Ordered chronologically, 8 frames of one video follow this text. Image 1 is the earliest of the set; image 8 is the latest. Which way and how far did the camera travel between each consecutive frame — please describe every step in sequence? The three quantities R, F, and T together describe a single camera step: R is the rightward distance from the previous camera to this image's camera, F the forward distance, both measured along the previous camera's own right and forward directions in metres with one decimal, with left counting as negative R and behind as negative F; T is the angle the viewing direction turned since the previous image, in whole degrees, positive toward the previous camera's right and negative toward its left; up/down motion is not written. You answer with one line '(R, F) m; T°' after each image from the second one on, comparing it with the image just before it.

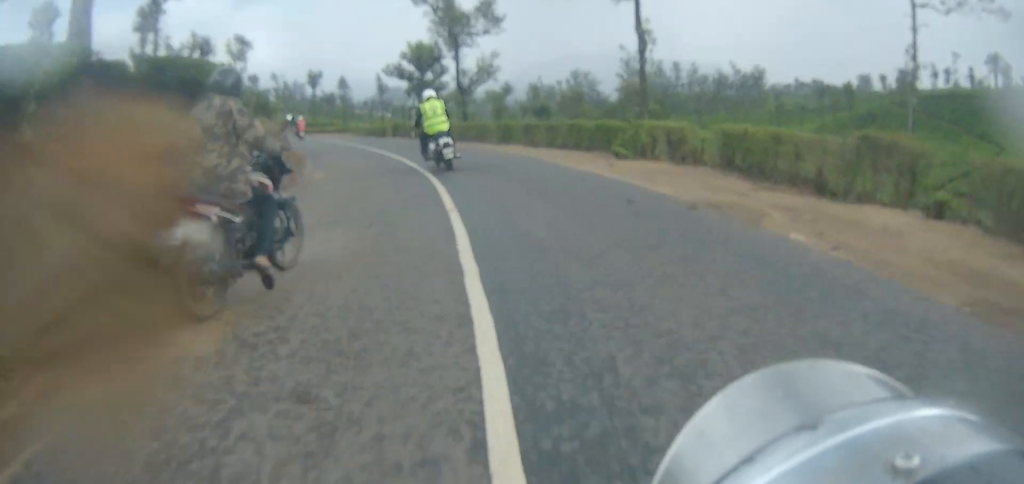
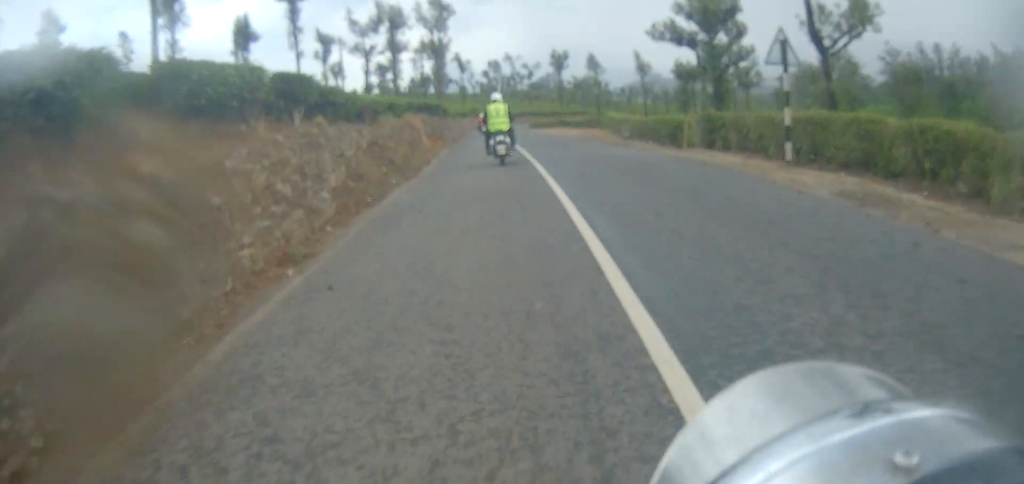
(-3.9, +24.8) m; -16°
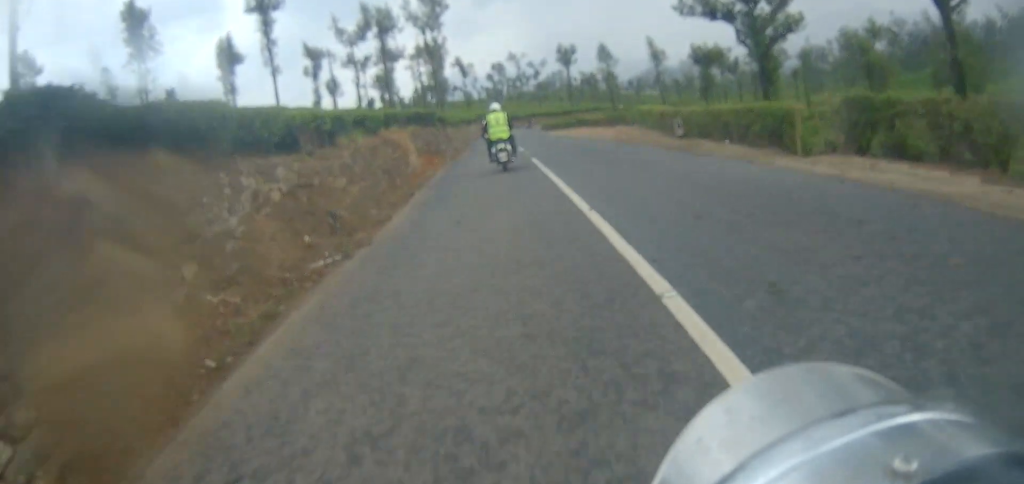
(0.0, +7.2) m; -1°
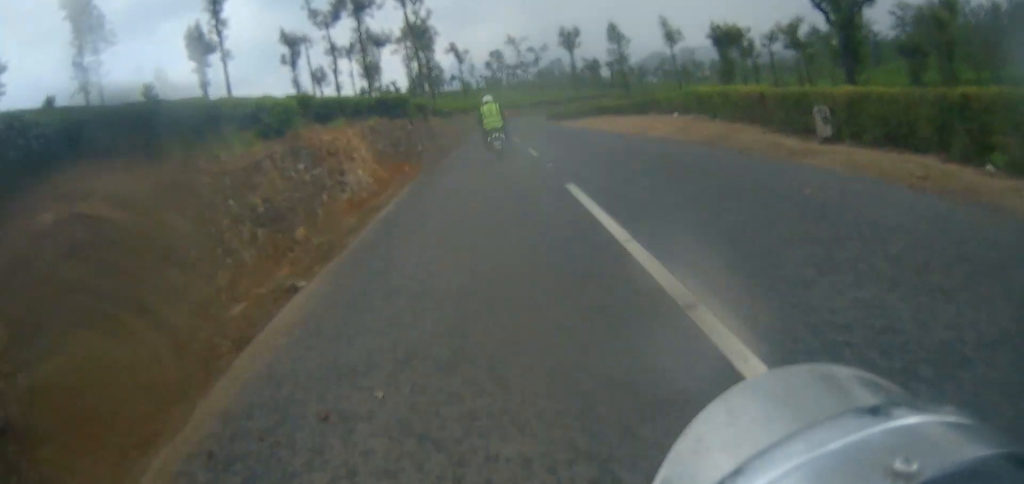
(-0.2, +9.7) m; -2°
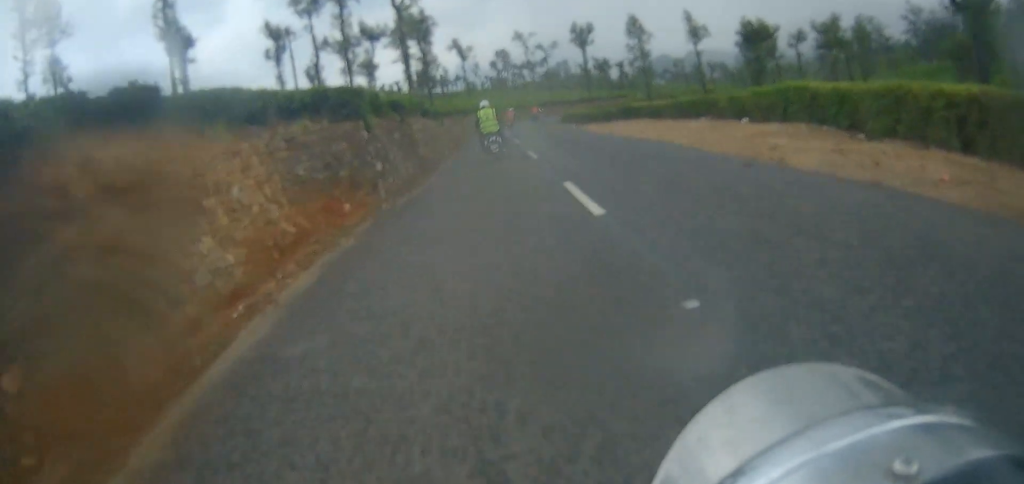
(-0.1, +8.6) m; -1°
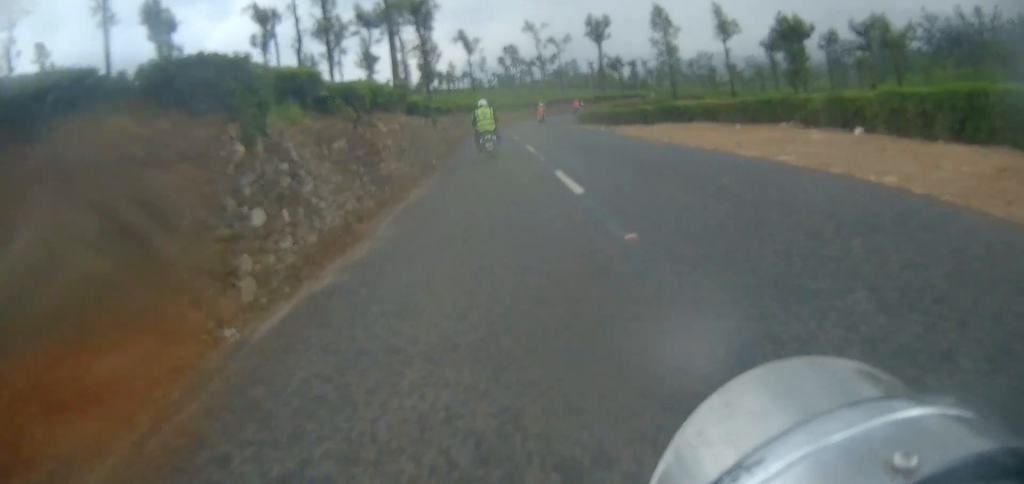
(-0.1, +7.4) m; 0°
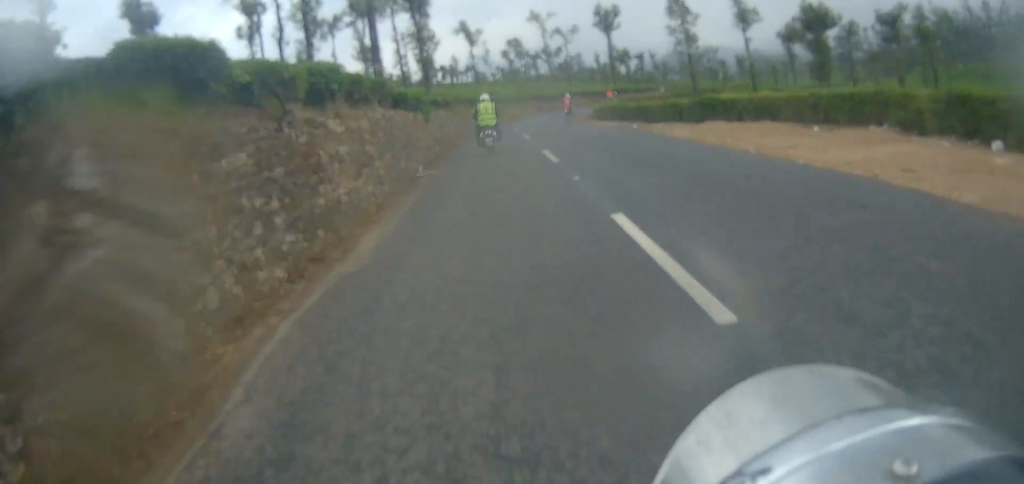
(0.0, +5.1) m; +1°
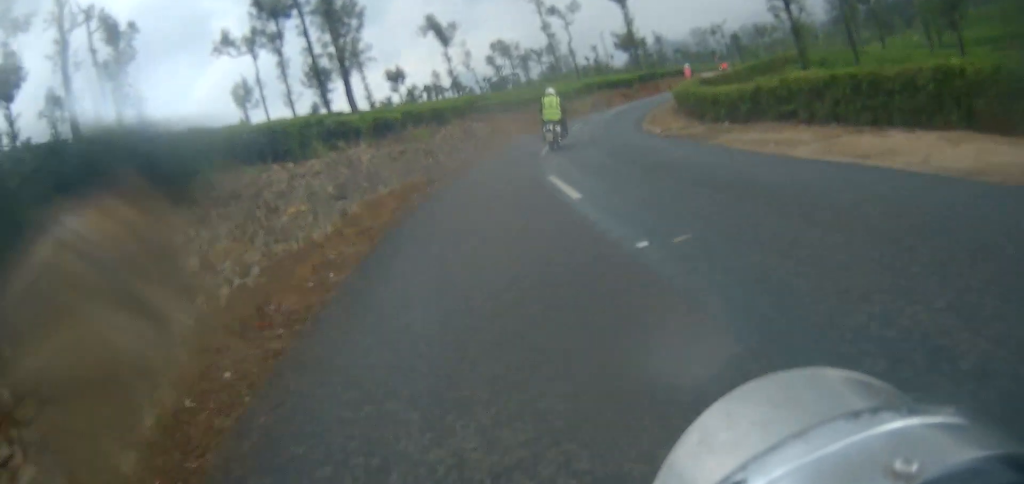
(+0.7, +22.5) m; +4°
